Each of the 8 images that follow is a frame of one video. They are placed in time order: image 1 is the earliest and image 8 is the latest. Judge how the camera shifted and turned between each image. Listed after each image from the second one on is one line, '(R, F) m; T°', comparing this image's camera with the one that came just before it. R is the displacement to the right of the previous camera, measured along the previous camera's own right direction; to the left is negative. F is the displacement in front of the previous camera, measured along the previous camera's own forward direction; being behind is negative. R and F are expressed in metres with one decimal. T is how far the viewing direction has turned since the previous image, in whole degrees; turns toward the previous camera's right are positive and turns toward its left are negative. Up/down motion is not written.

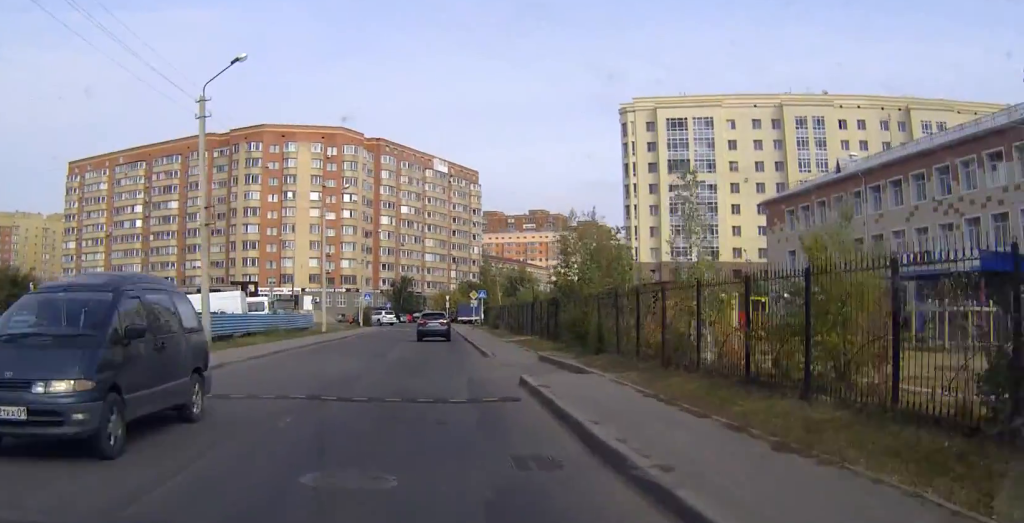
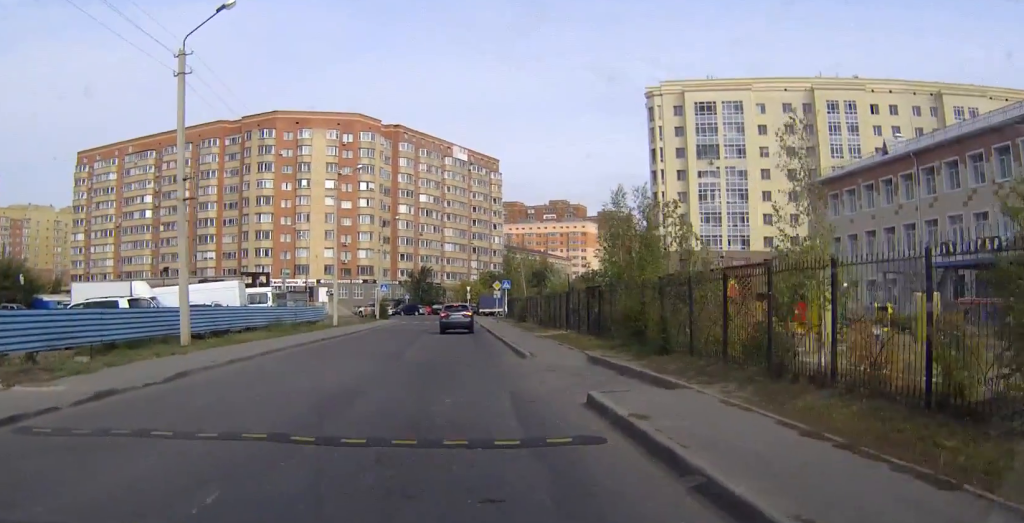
(0.0, +5.0) m; 0°
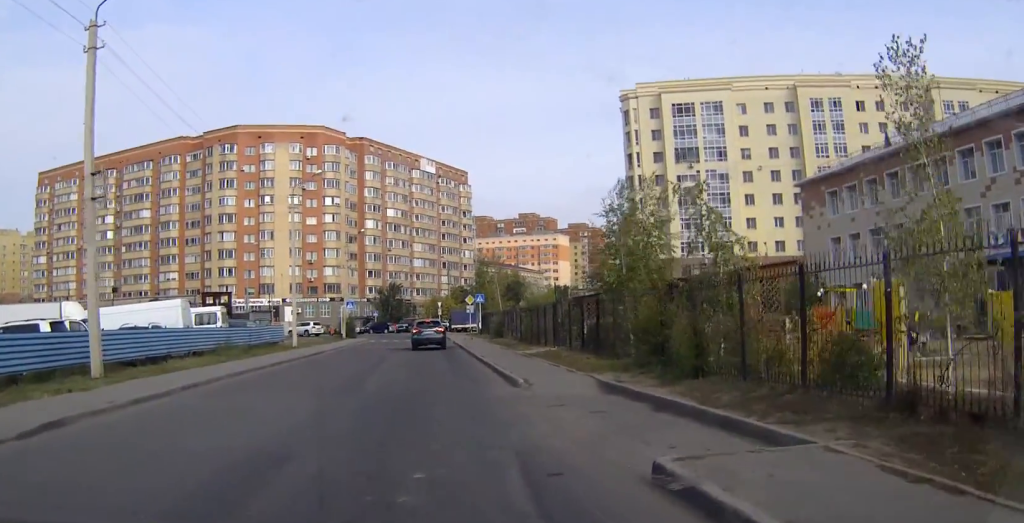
(0.0, +5.0) m; +1°
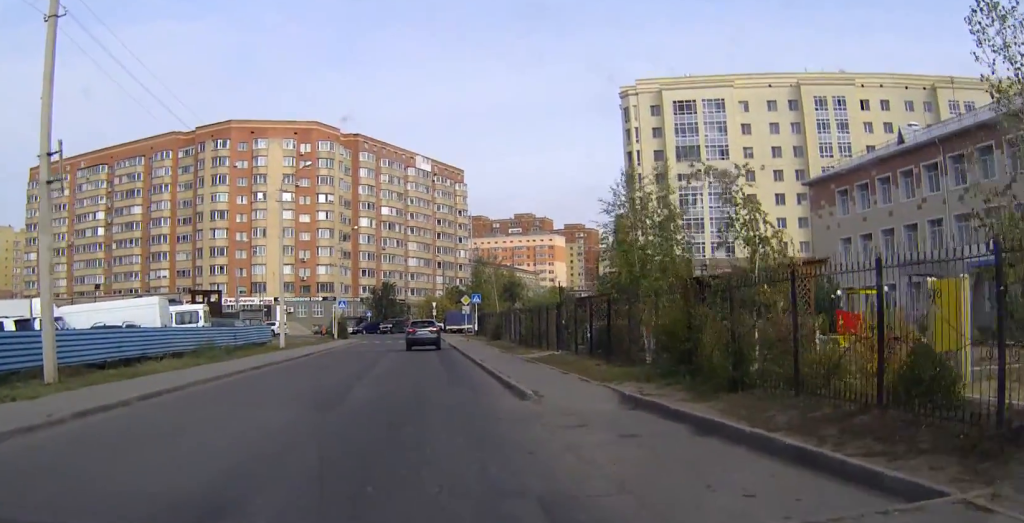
(0.0, +2.7) m; +1°
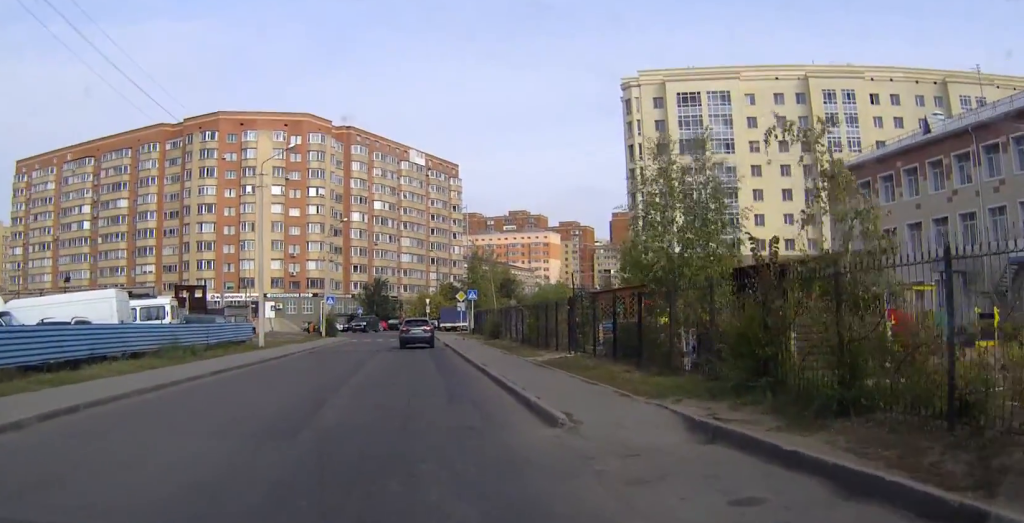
(0.0, +4.7) m; +1°
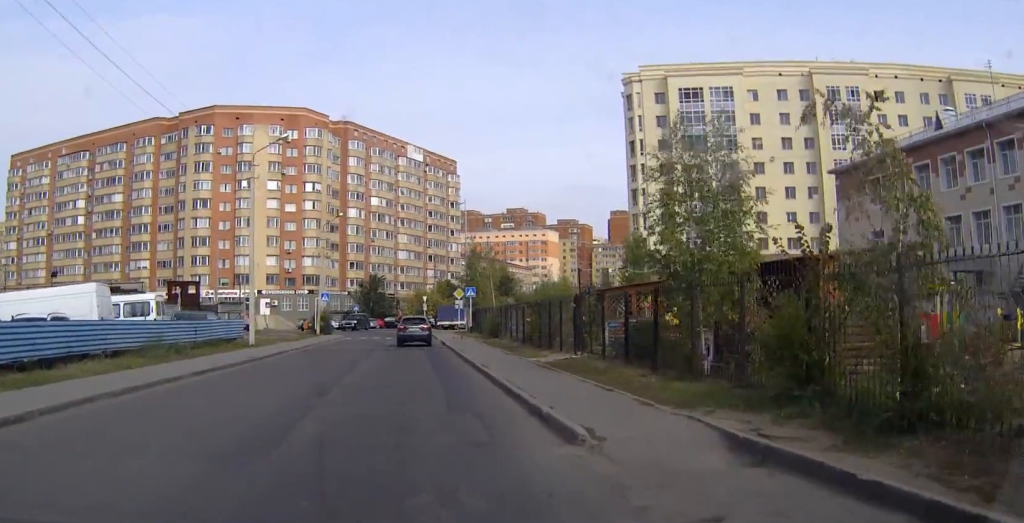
(0.0, +1.8) m; 0°
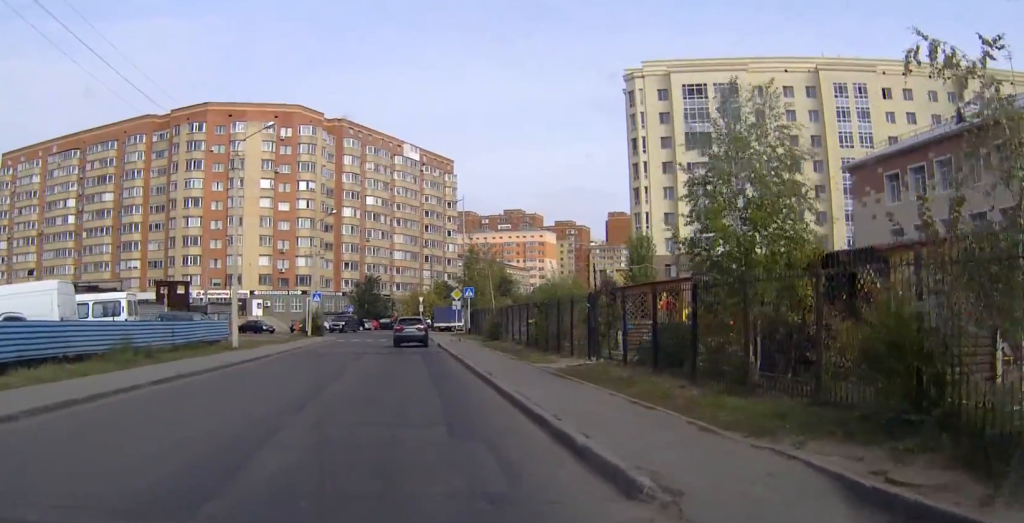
(0.0, +3.0) m; 0°
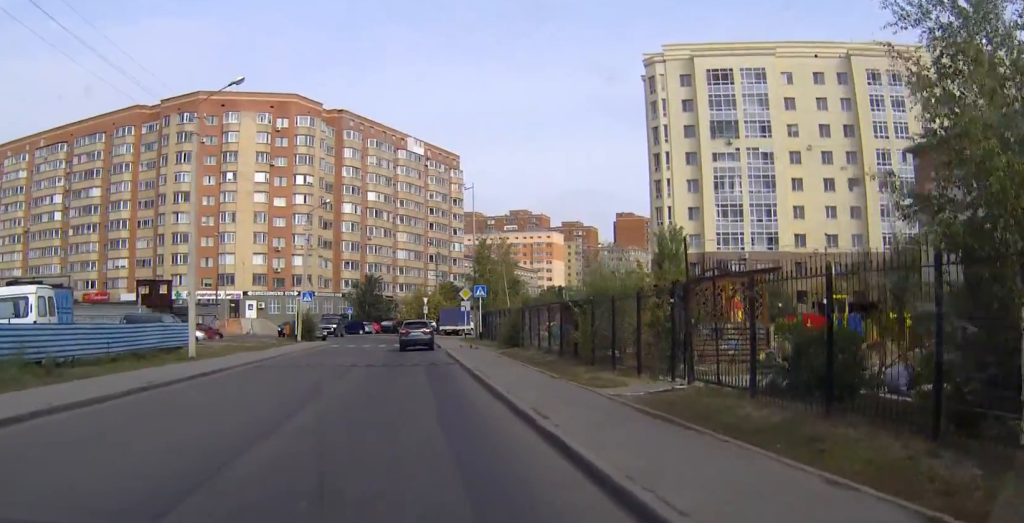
(0.0, +8.1) m; 0°
